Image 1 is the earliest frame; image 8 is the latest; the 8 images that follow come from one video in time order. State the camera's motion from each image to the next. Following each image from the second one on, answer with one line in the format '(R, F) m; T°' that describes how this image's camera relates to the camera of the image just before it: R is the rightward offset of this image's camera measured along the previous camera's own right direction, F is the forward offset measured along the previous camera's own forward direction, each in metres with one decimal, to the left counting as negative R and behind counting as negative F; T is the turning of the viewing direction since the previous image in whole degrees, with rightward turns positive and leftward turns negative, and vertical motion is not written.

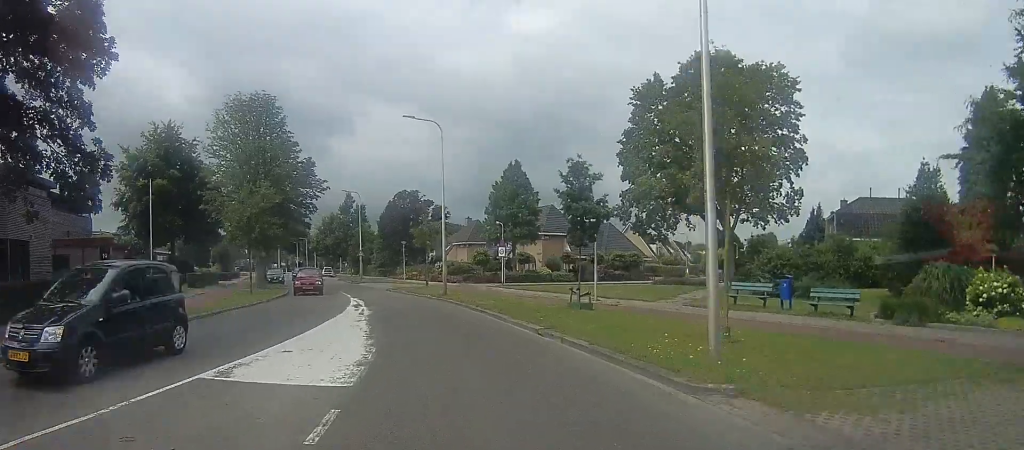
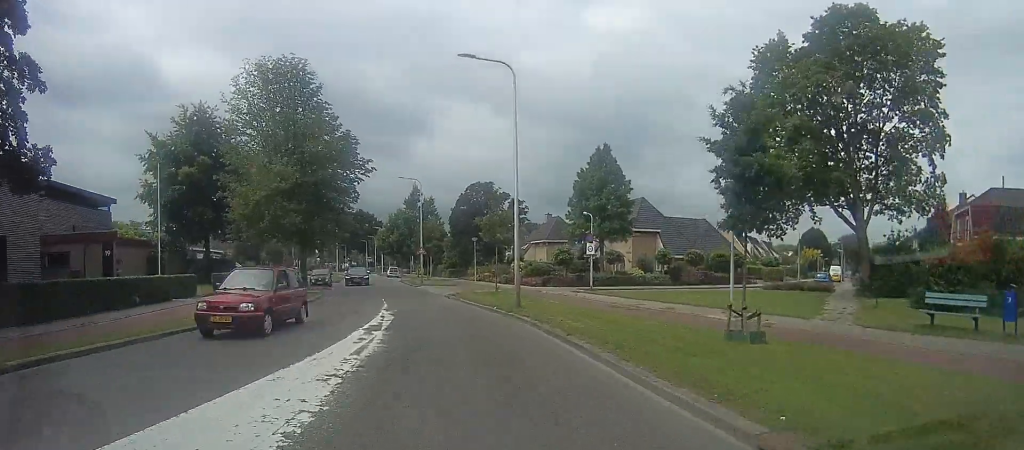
(-1.0, +7.1) m; -9°
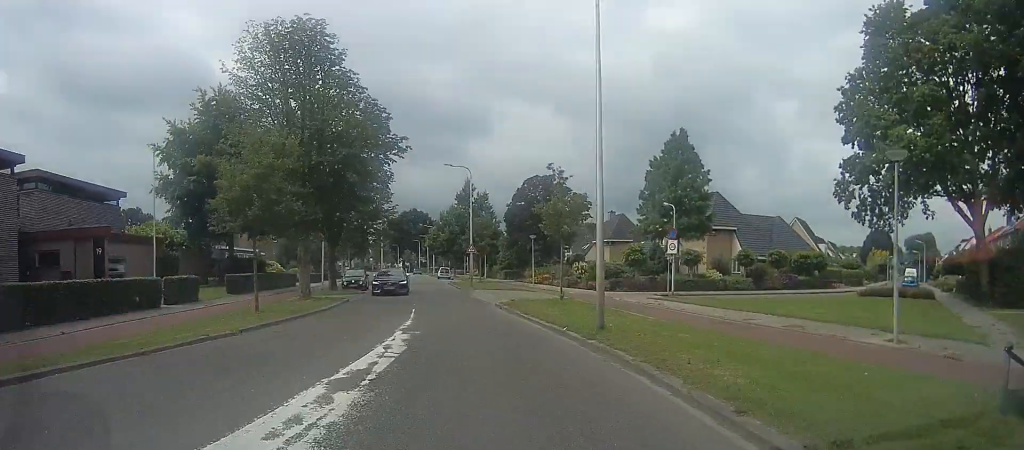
(-0.3, +5.4) m; -3°
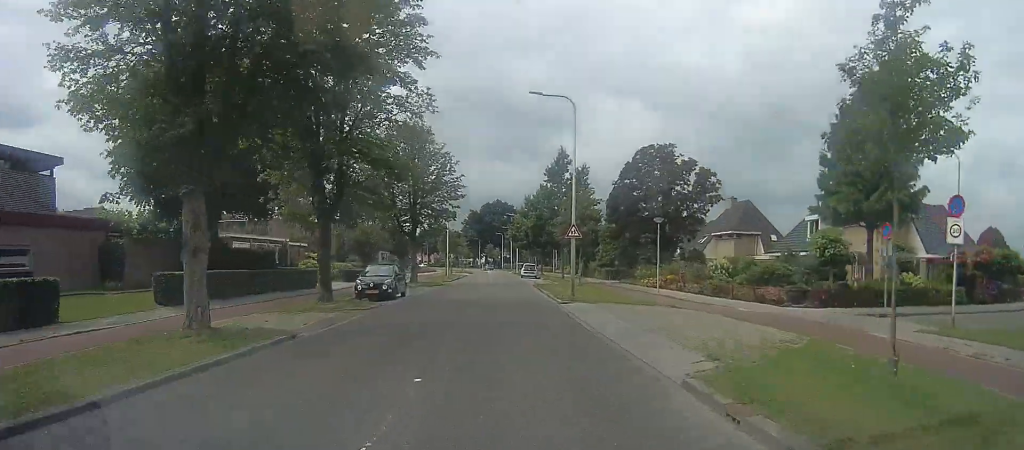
(+0.1, +13.8) m; -5°
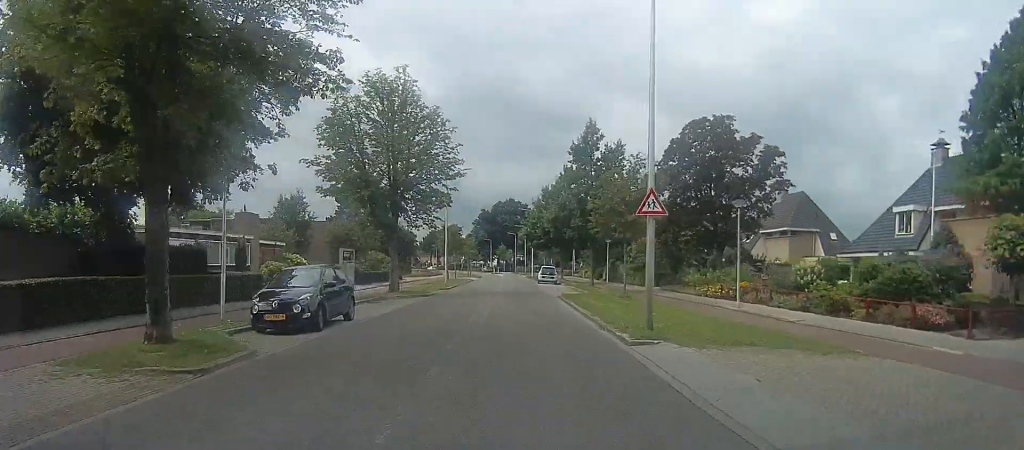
(-1.2, +9.2) m; -5°
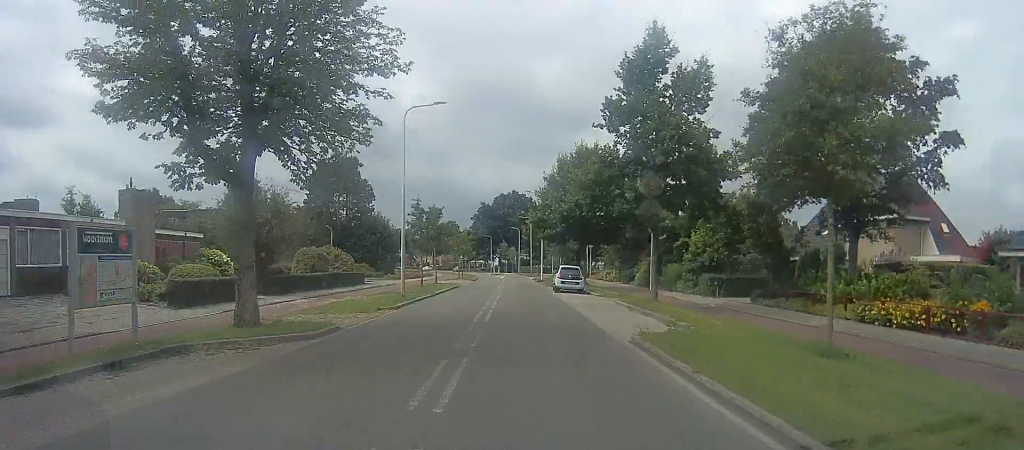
(+0.7, +14.6) m; +3°
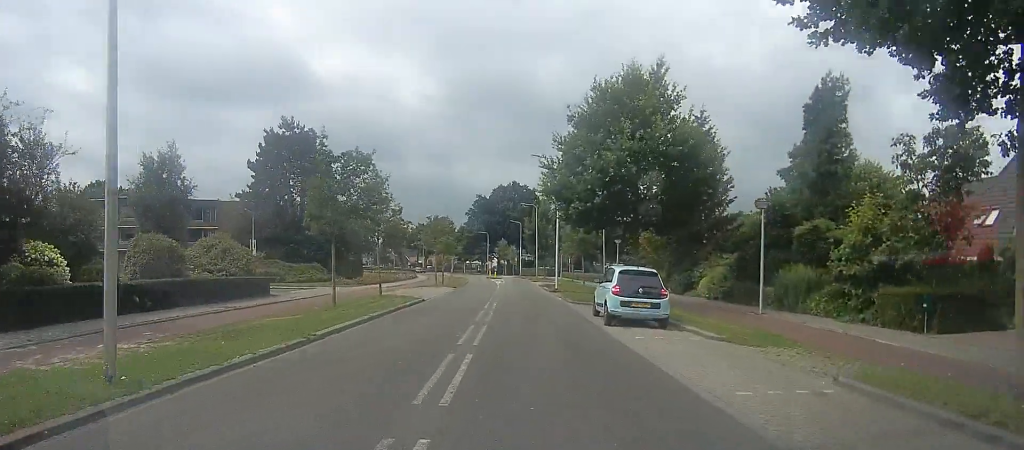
(+0.1, +15.8) m; 0°
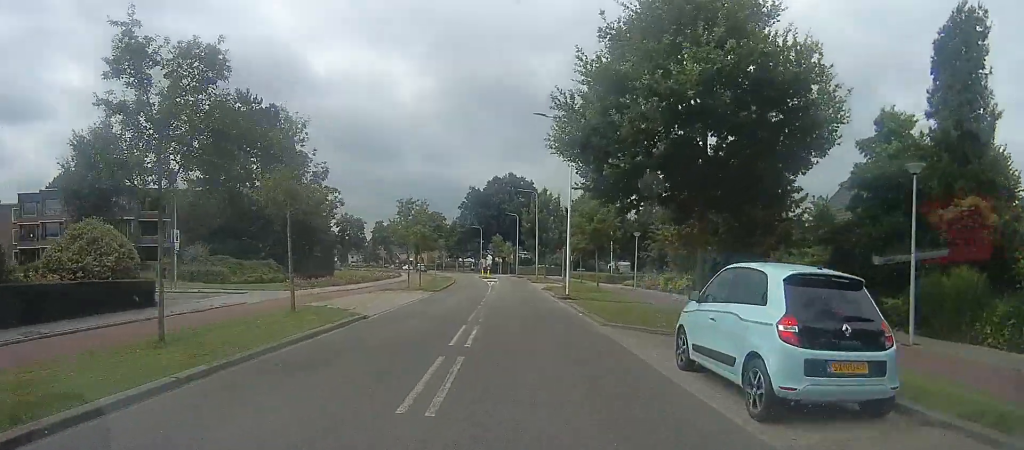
(-0.1, +8.3) m; -3°
